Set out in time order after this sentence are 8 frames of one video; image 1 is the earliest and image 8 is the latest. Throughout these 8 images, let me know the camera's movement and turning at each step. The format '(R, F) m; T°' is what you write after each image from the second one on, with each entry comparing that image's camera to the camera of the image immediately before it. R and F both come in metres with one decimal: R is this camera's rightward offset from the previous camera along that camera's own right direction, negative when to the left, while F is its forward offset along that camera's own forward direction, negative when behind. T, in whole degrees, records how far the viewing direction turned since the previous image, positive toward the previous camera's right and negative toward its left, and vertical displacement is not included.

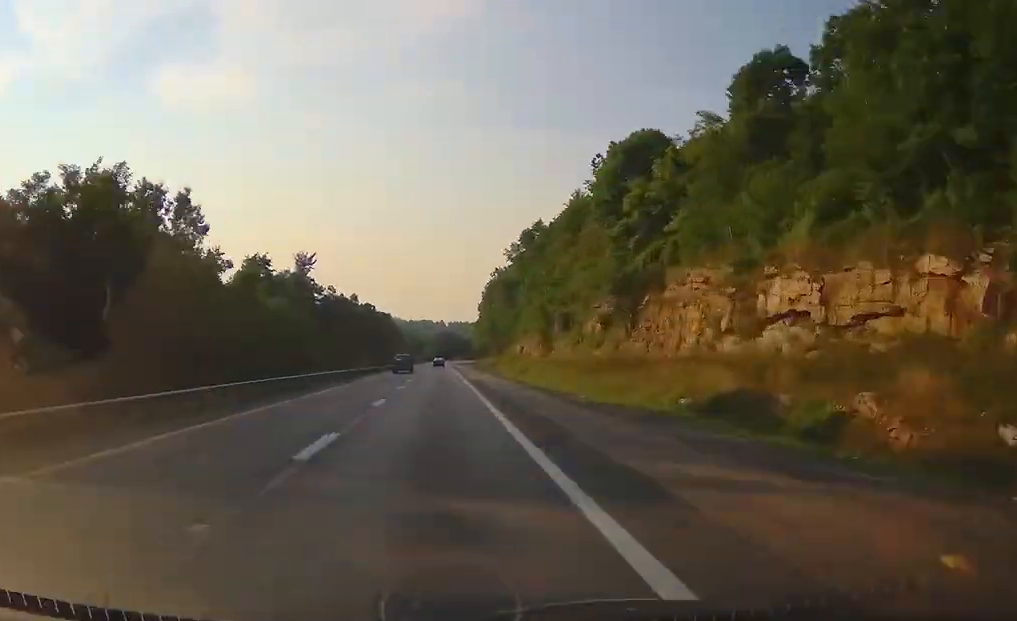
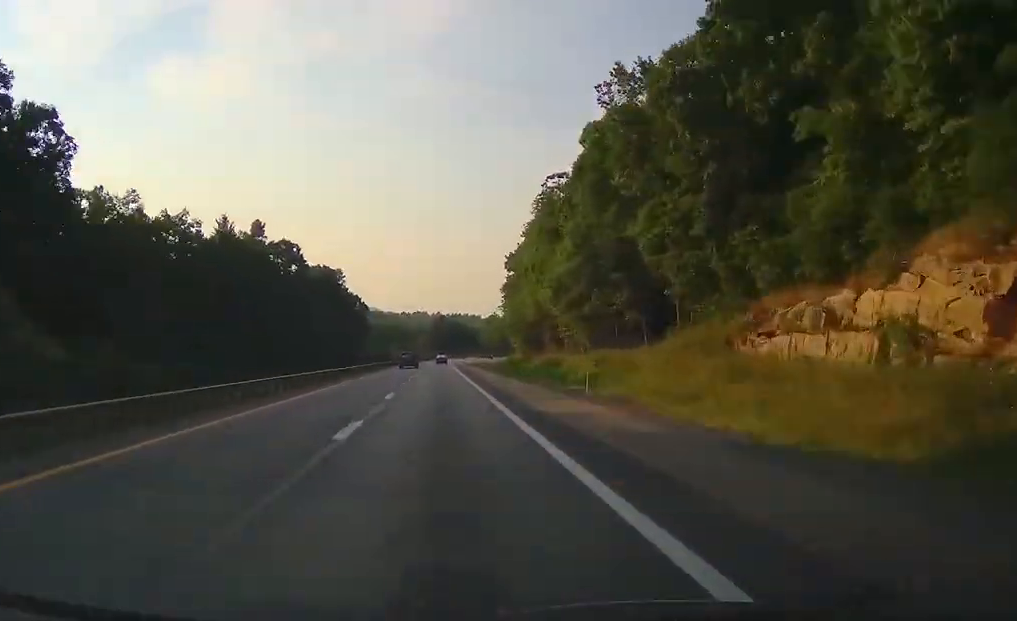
(+0.2, +132.4) m; +2°
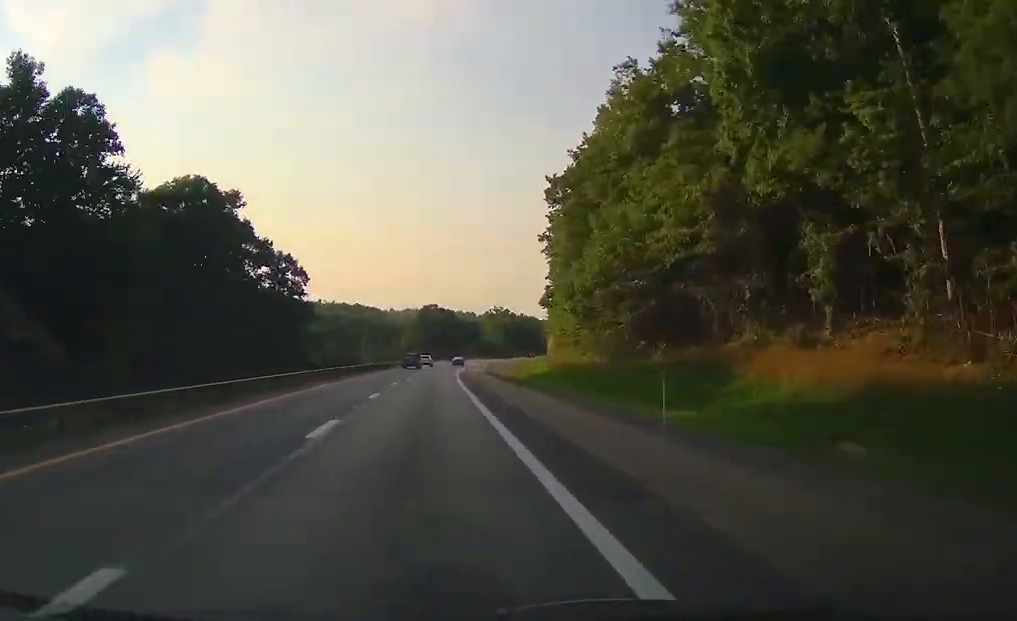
(+1.0, +73.1) m; +3°
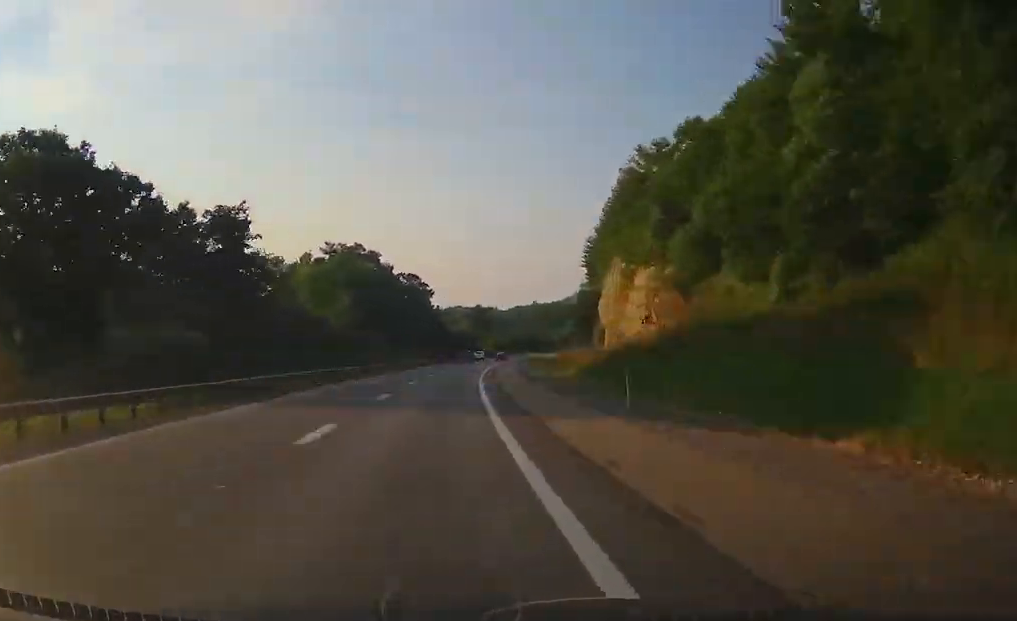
(+20.2, +209.7) m; +14°
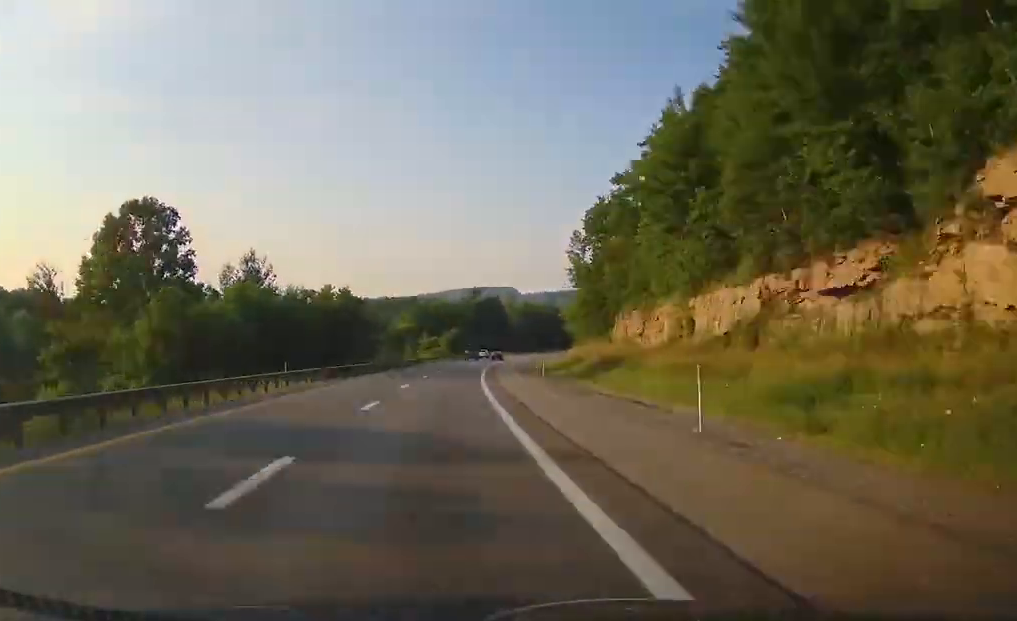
(+25.5, +184.7) m; +16°
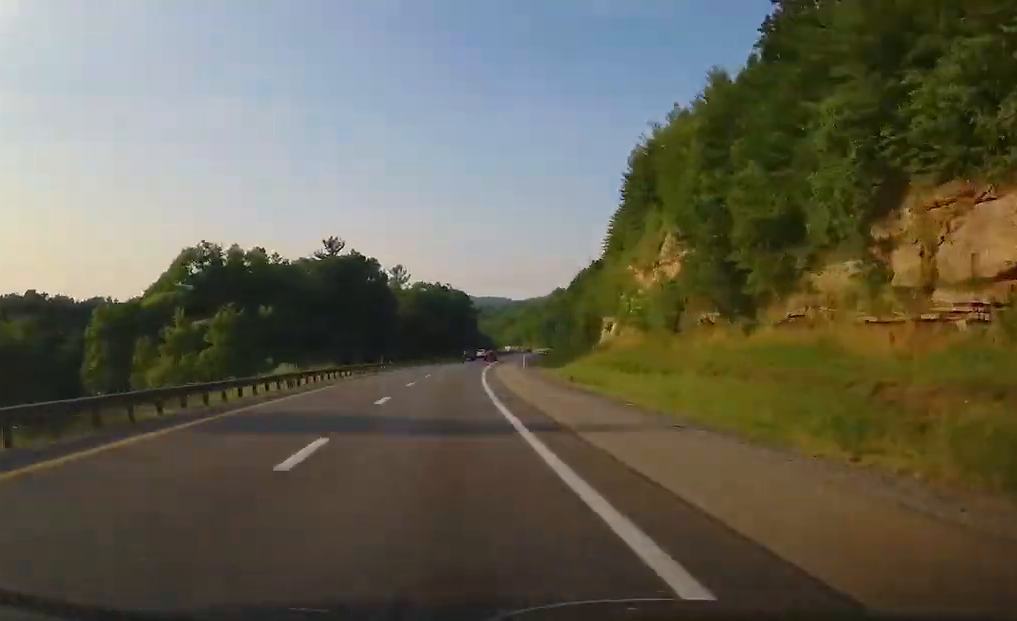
(+9.5, +118.4) m; +9°
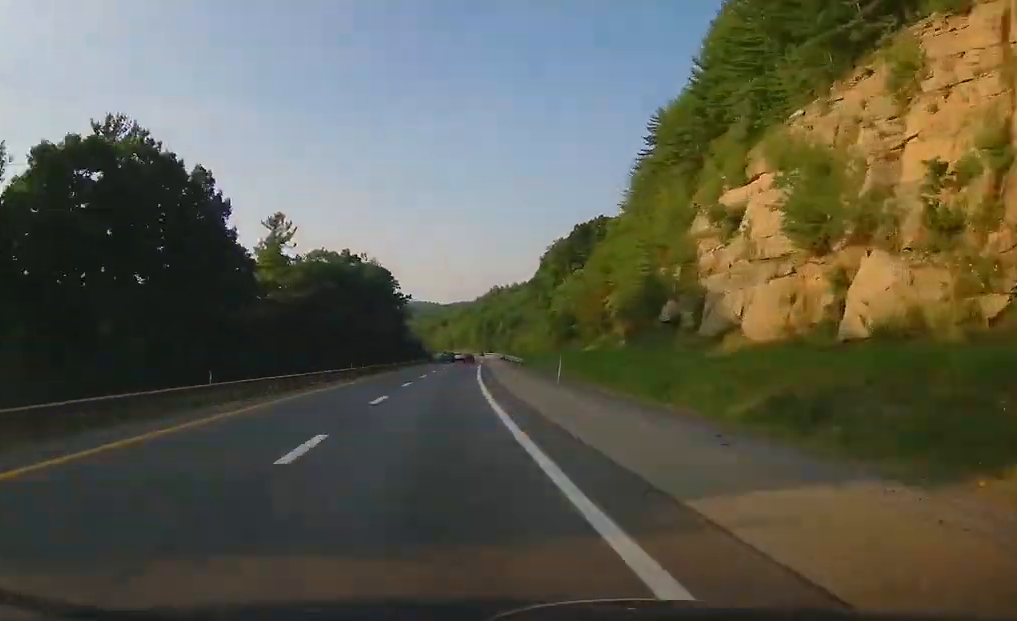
(+6.1, +71.7) m; +3°
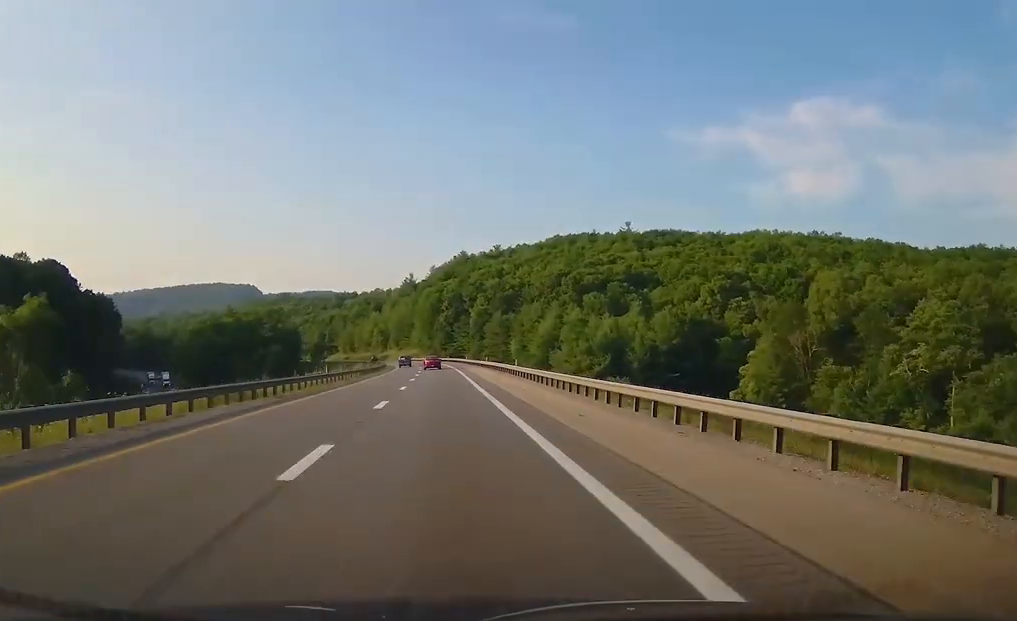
(+10.7, +216.0) m; +1°
